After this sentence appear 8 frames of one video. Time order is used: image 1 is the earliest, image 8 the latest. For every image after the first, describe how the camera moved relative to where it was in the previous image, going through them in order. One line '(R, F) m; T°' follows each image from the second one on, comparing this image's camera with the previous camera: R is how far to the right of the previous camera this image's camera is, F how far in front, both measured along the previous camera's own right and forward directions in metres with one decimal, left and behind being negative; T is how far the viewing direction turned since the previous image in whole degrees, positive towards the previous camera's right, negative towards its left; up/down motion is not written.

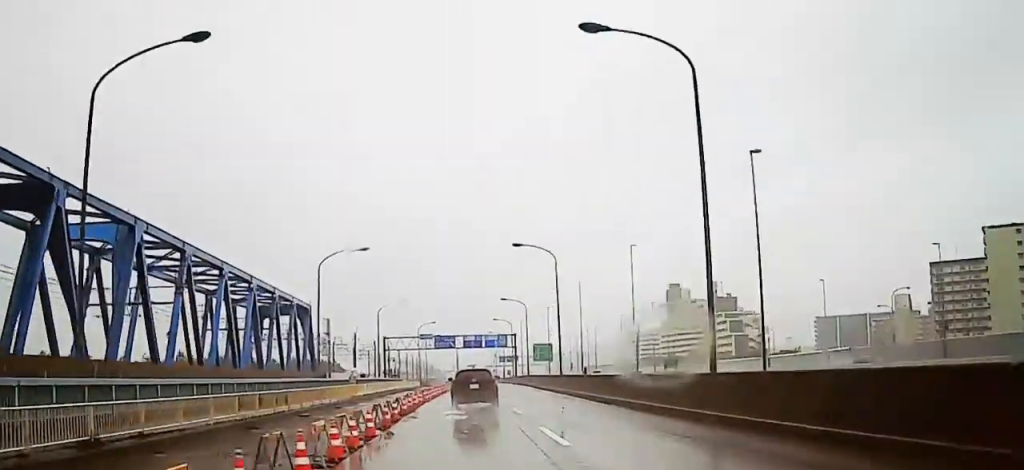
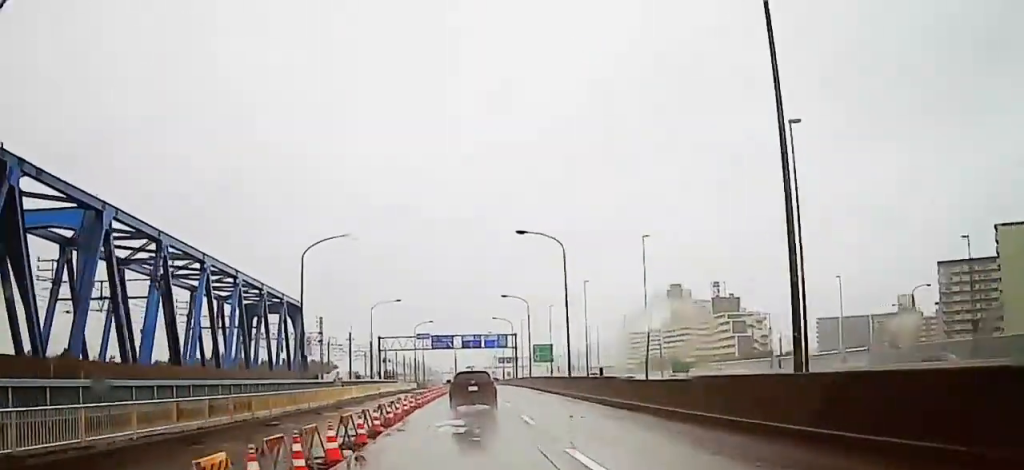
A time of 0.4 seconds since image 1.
(-0.3, +6.5) m; -2°
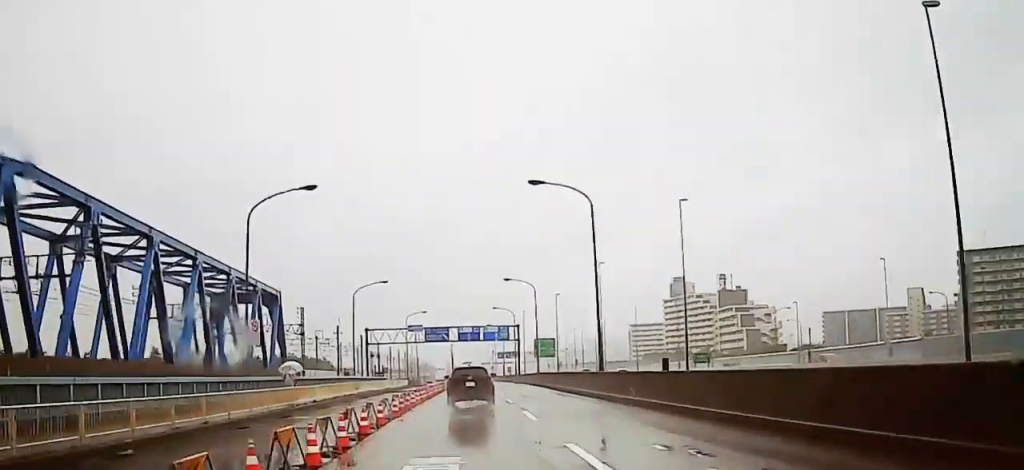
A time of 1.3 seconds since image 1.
(-0.1, +14.9) m; 0°
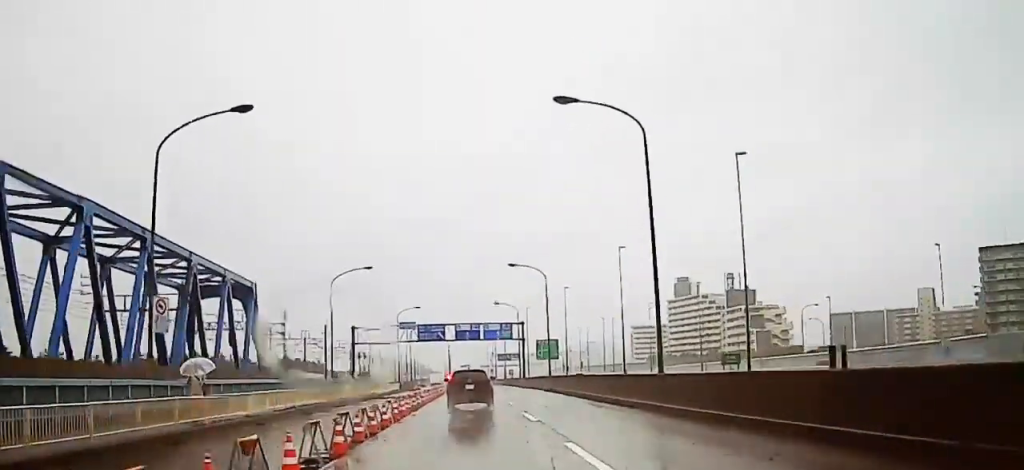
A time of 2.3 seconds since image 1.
(+0.1, +15.1) m; +1°
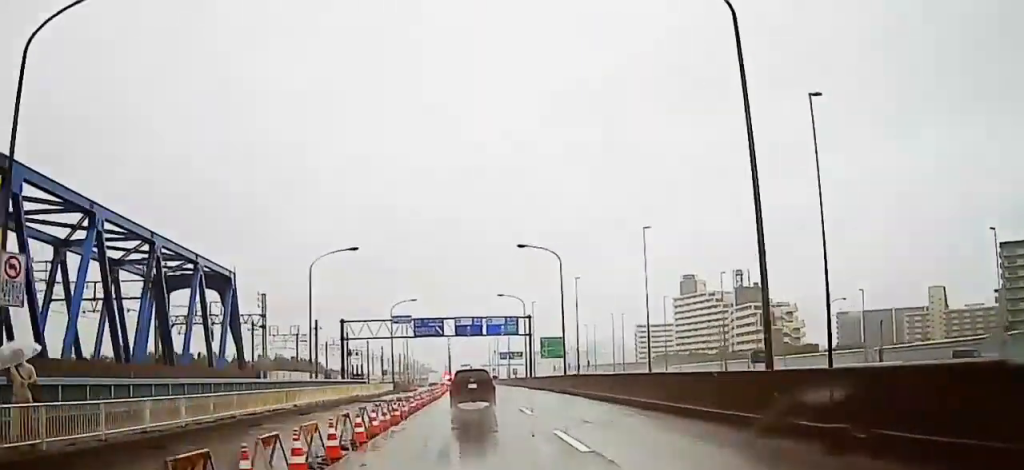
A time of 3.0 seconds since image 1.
(+0.1, +11.4) m; +1°
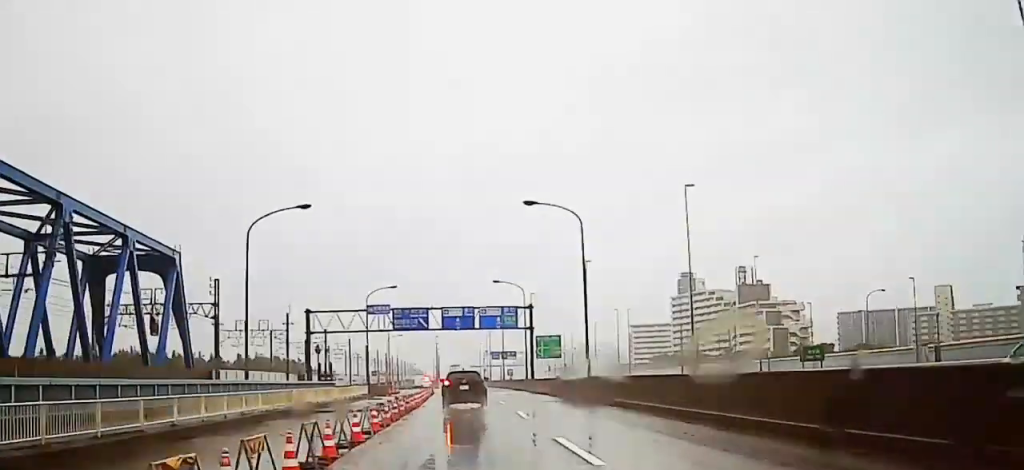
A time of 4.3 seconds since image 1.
(+0.1, +19.0) m; 0°
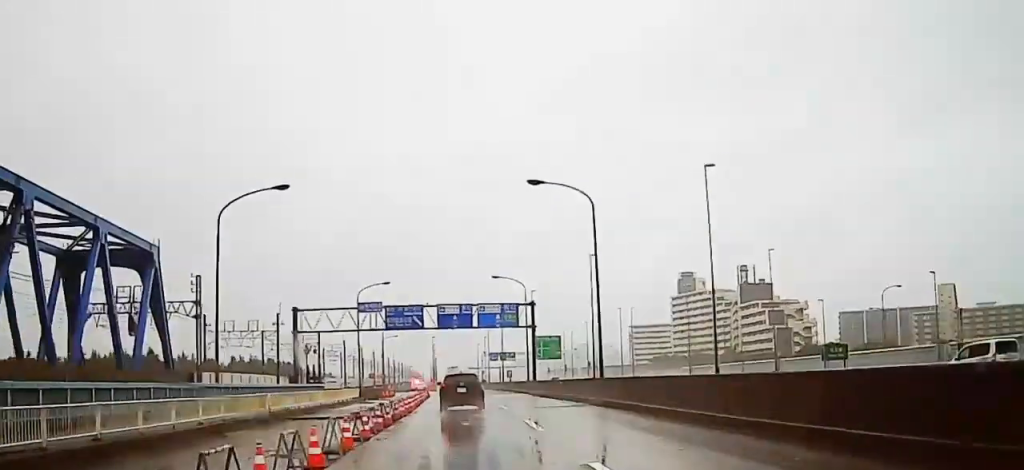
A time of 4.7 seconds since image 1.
(0.0, +6.1) m; 0°
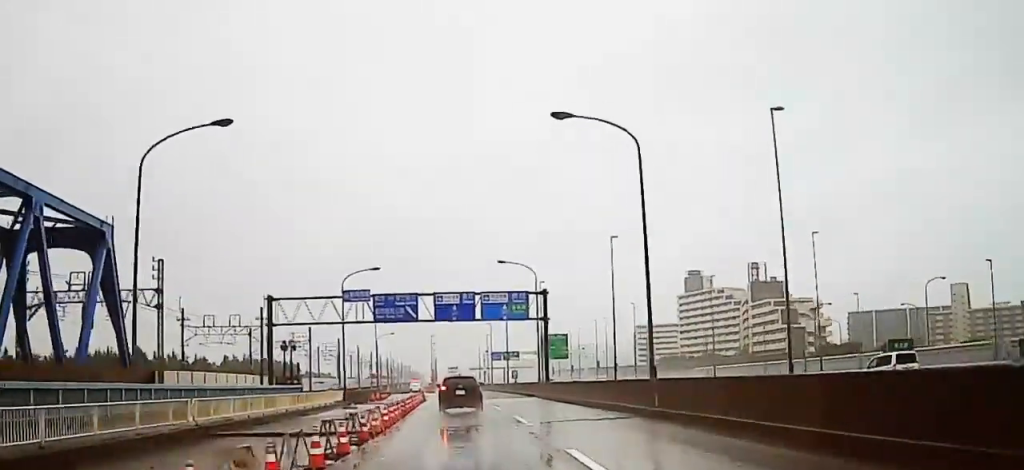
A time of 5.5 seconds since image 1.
(0.0, +12.4) m; 0°
